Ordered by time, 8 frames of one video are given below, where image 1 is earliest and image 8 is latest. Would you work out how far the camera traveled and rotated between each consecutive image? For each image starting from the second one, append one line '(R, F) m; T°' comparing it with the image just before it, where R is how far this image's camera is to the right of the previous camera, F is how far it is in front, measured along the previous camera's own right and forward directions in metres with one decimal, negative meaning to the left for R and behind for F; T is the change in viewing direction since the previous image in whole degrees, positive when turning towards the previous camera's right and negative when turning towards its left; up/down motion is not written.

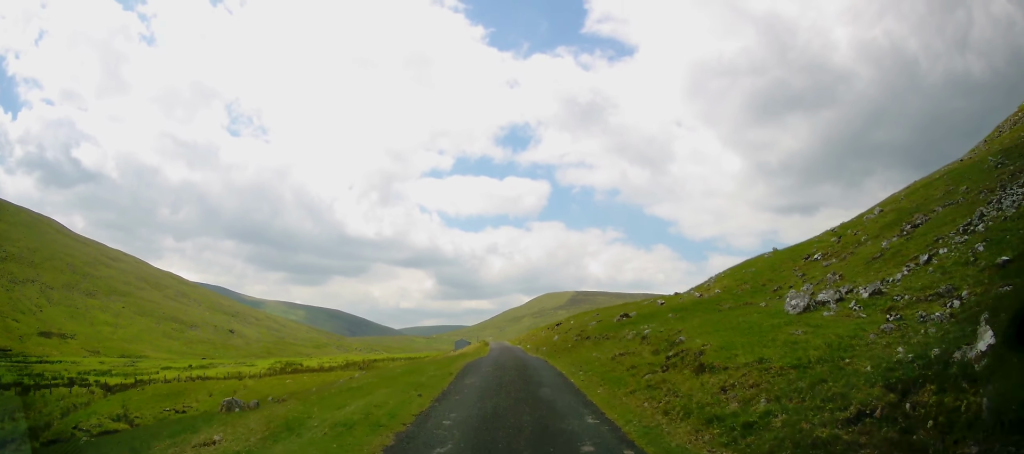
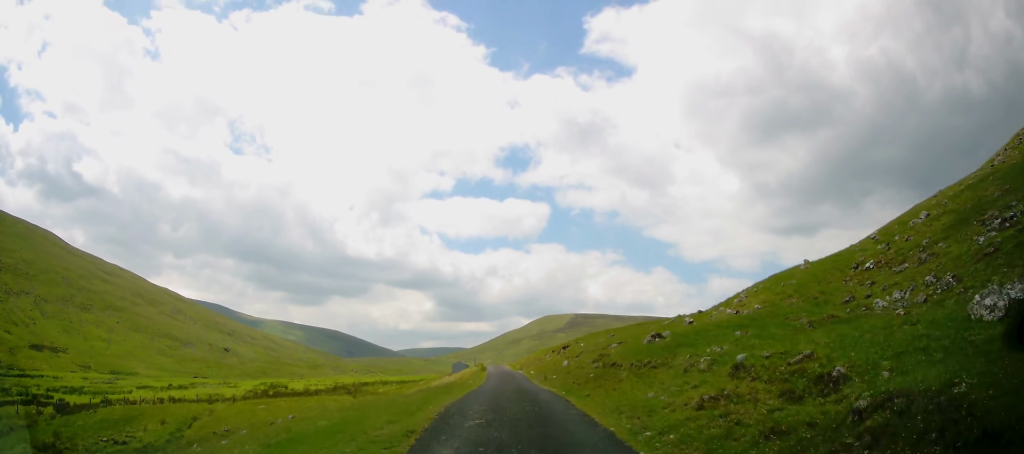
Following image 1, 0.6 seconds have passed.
(+0.2, +5.9) m; -1°
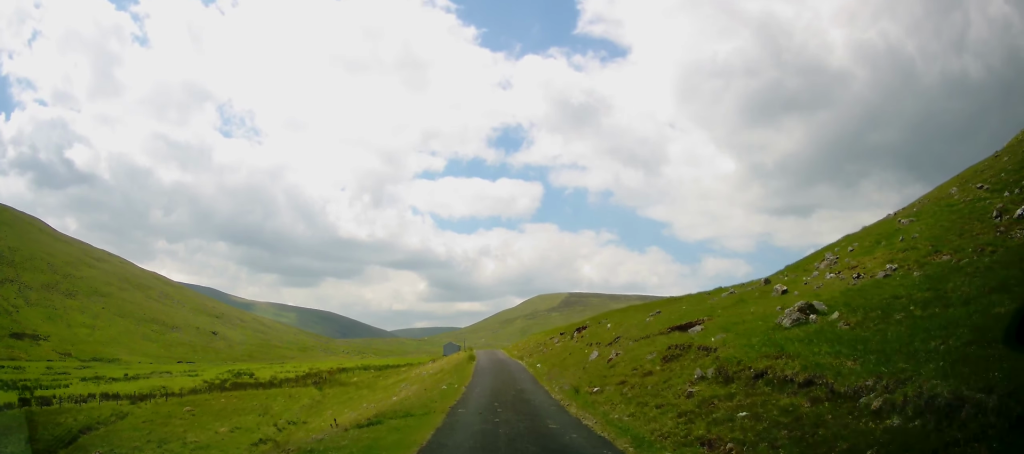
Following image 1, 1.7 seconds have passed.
(-0.6, +12.0) m; -2°
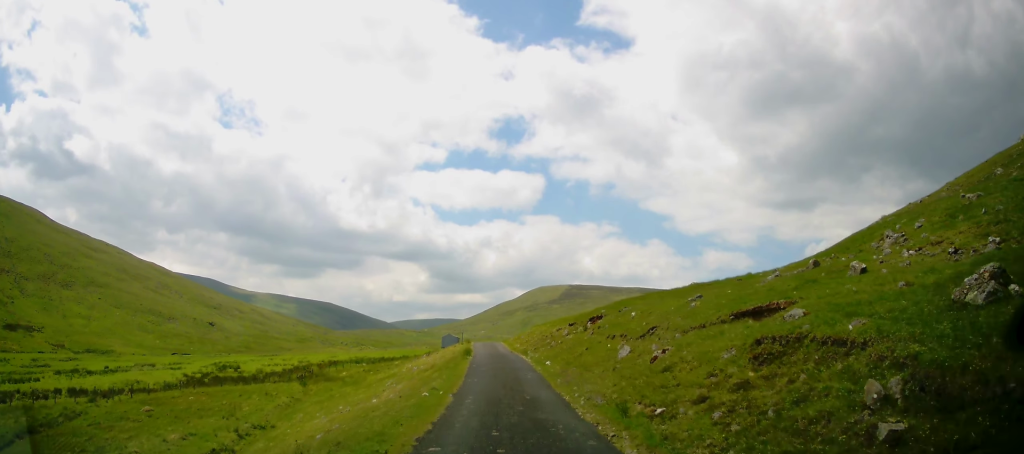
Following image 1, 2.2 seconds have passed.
(-0.1, +5.2) m; +2°
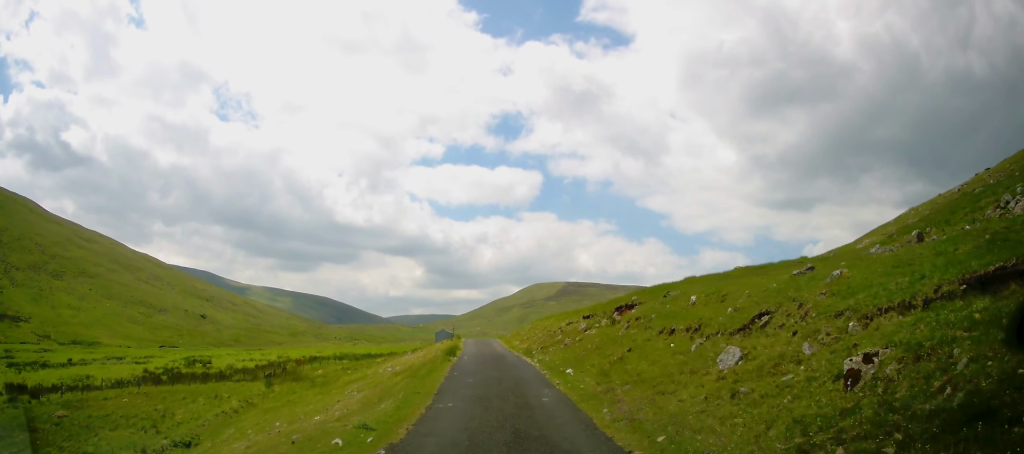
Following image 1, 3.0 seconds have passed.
(+0.3, +7.5) m; +1°
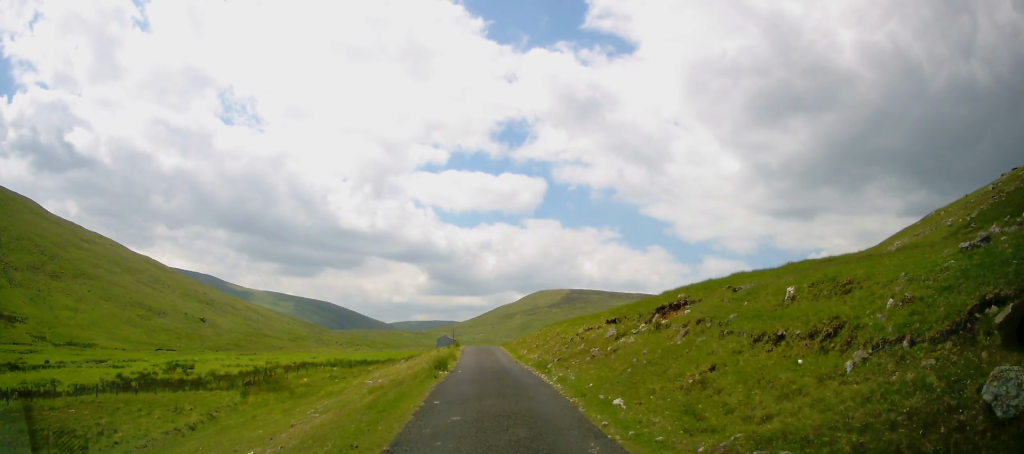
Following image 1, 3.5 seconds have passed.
(+0.3, +5.1) m; 0°
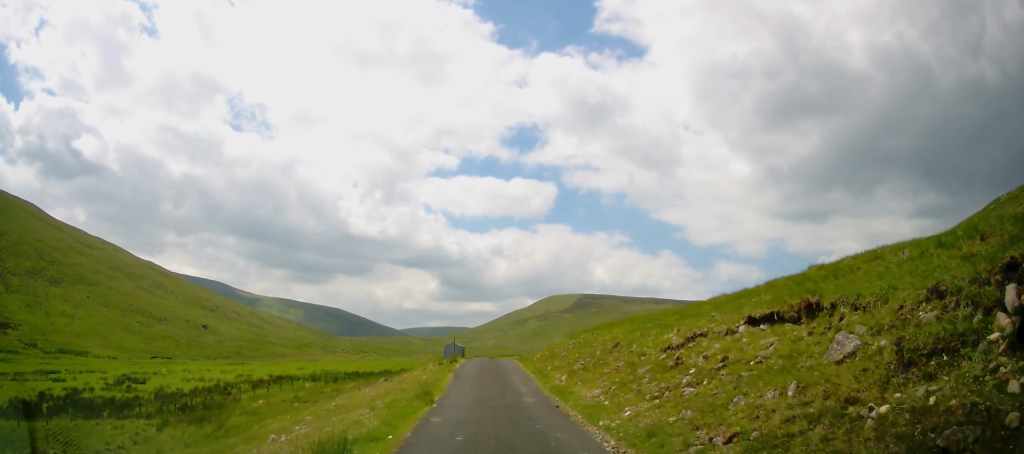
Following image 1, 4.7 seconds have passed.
(-0.8, +12.3) m; -4°
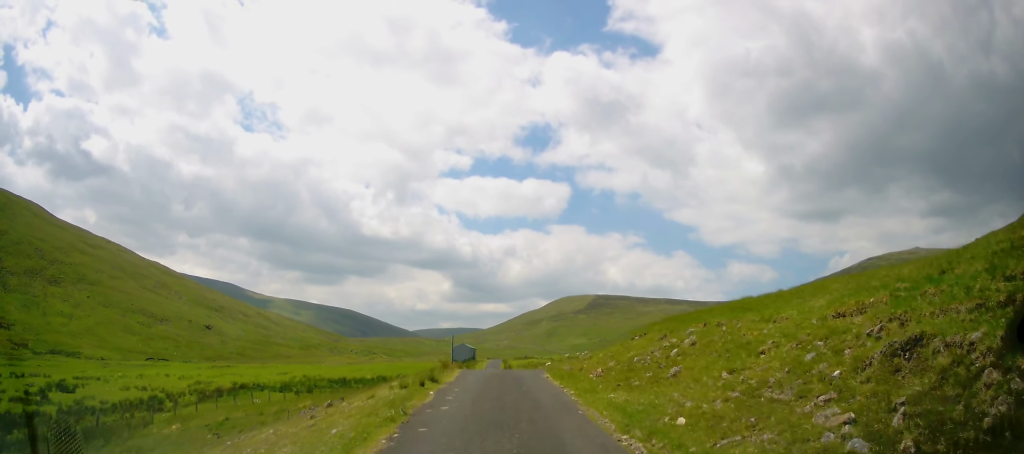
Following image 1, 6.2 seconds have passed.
(-0.1, +13.5) m; 0°
